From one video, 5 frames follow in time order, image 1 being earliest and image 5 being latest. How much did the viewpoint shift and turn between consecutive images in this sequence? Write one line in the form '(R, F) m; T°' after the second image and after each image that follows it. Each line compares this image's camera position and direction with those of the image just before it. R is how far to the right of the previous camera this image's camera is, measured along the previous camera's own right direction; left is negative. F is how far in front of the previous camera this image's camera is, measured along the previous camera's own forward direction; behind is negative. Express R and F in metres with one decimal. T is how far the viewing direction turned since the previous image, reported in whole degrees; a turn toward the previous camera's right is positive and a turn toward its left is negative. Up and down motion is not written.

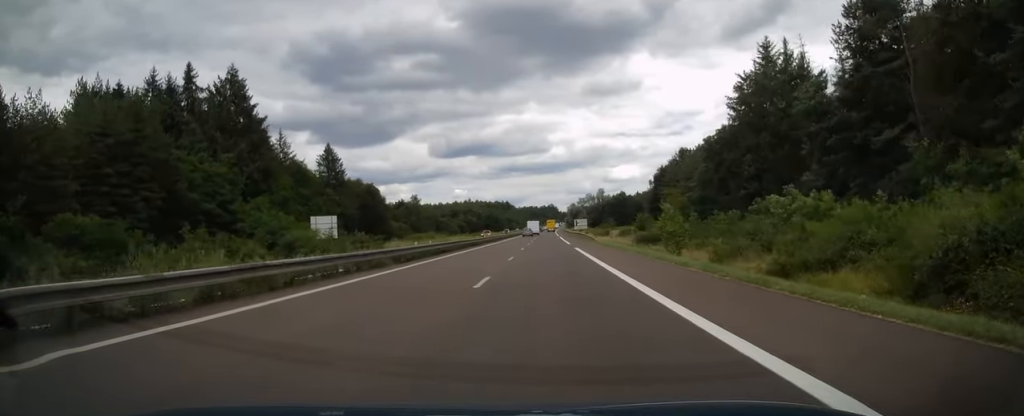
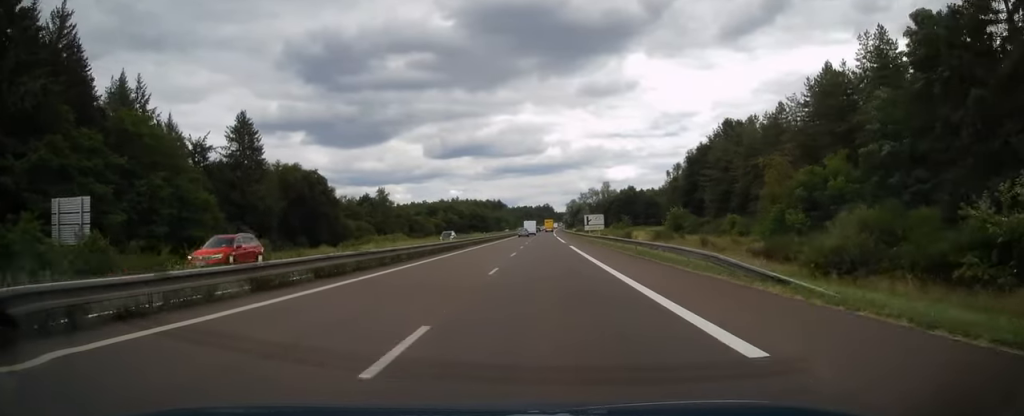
(-0.3, +47.5) m; 0°
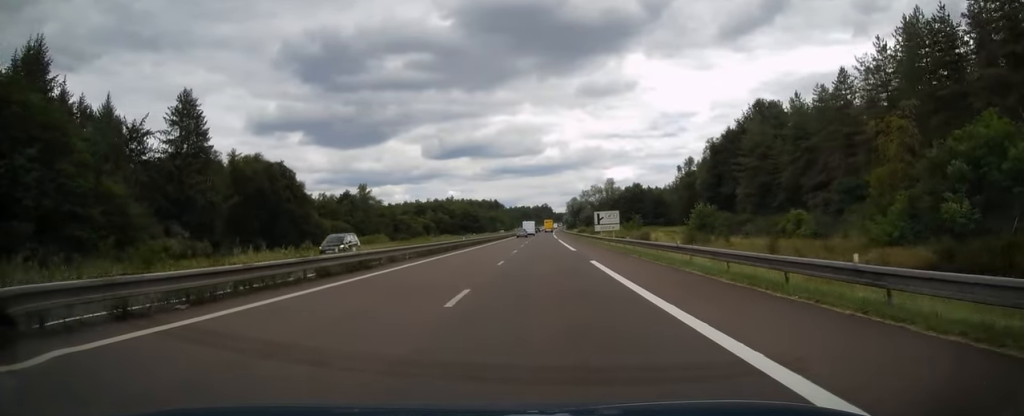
(+0.2, +20.6) m; 0°
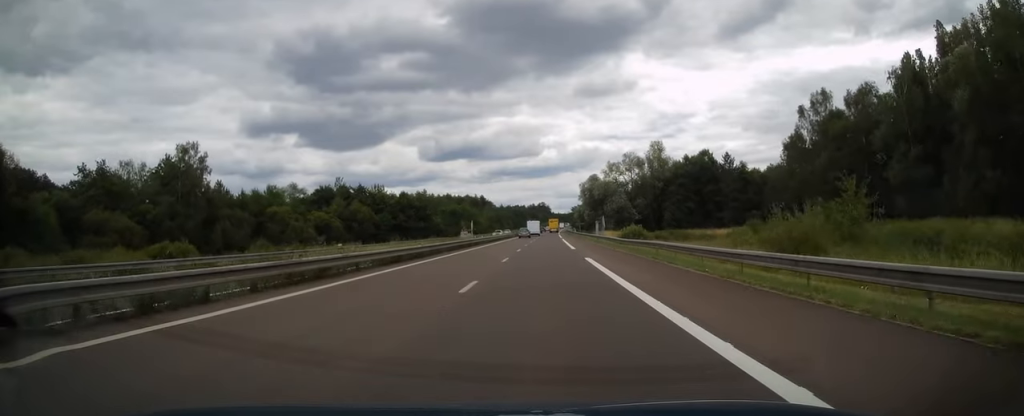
(+0.1, +100.8) m; 0°
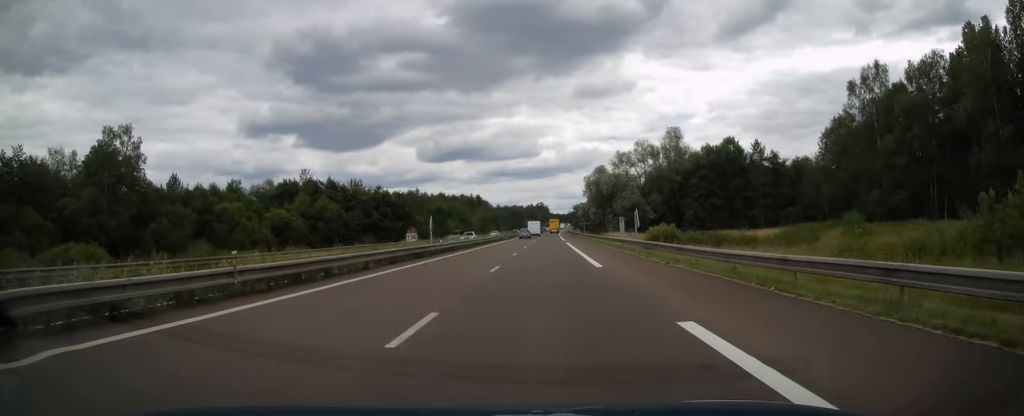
(+0.2, +19.0) m; 0°
